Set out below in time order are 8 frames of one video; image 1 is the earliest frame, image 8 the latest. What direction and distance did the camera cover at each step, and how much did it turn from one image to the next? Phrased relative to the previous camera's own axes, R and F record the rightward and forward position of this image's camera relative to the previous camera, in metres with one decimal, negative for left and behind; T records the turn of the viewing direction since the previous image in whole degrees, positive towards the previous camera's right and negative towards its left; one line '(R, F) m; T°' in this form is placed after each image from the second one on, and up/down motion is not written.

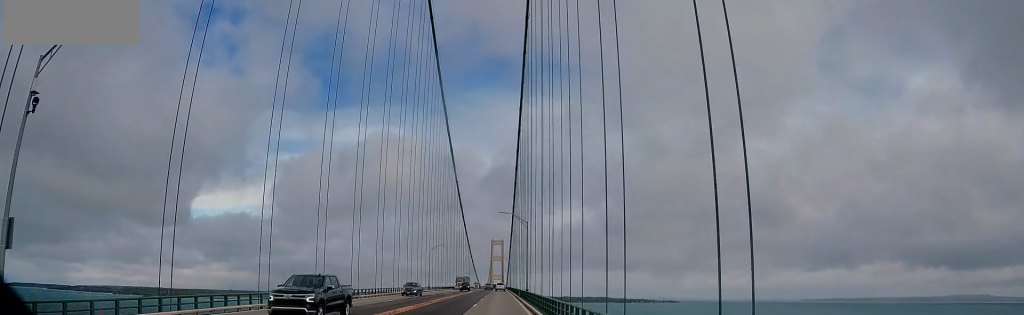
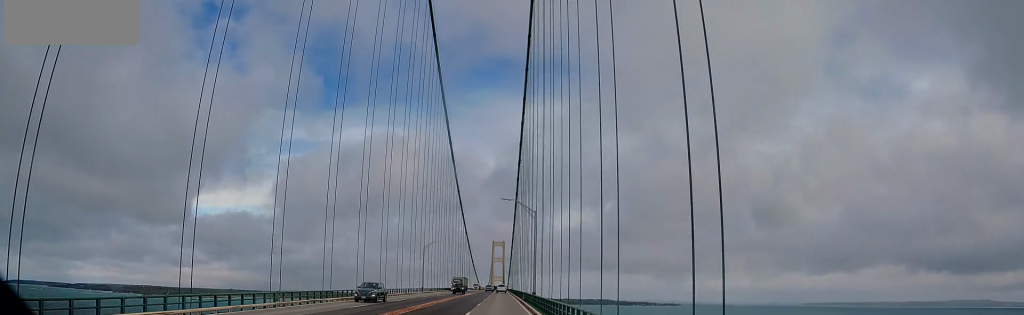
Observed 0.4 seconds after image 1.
(0.0, +9.7) m; 0°
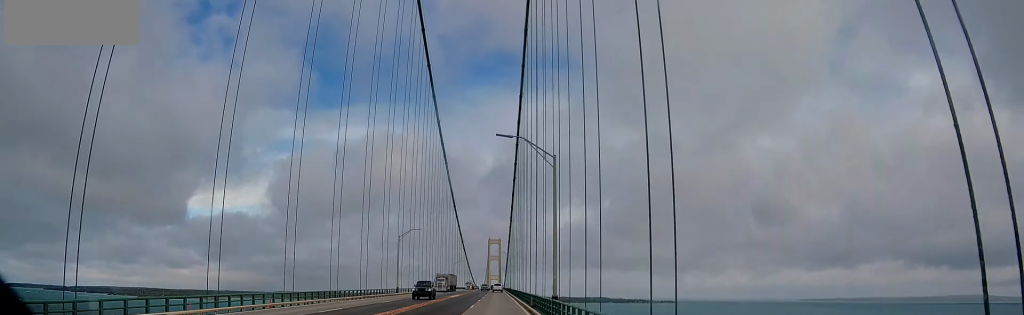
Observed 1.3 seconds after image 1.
(+0.2, +21.0) m; +1°
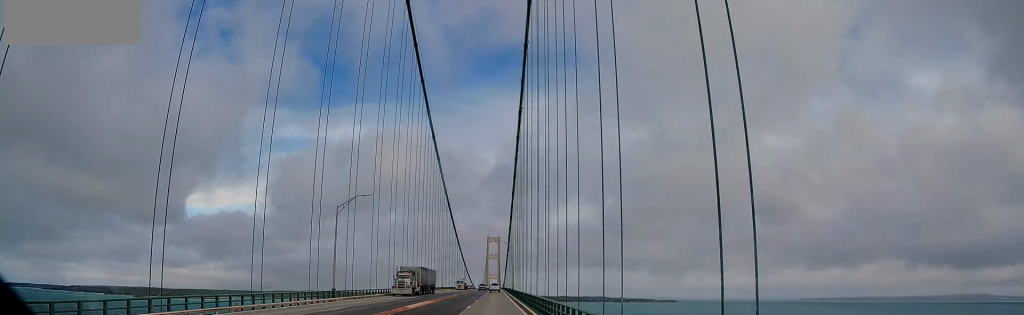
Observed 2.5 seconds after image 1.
(+0.2, +32.1) m; 0°
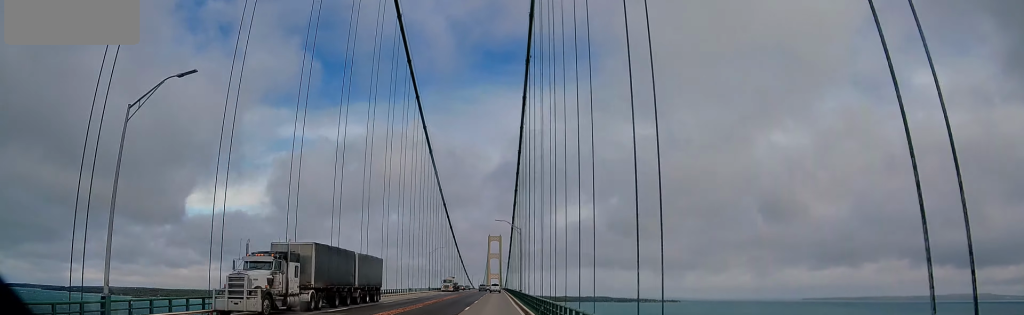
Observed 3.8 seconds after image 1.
(-0.1, +28.8) m; 0°
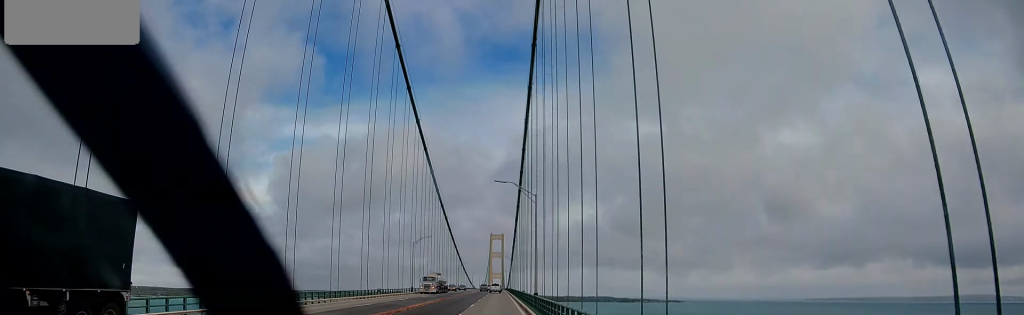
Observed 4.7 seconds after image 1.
(0.0, +23.3) m; 0°
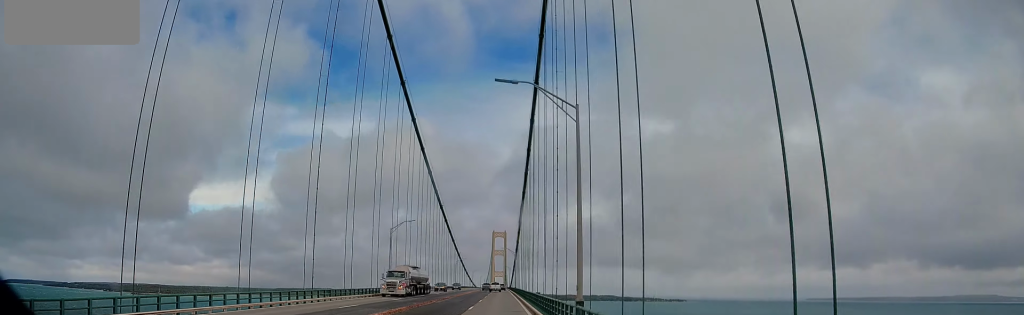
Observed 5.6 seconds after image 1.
(+0.1, +21.7) m; 0°
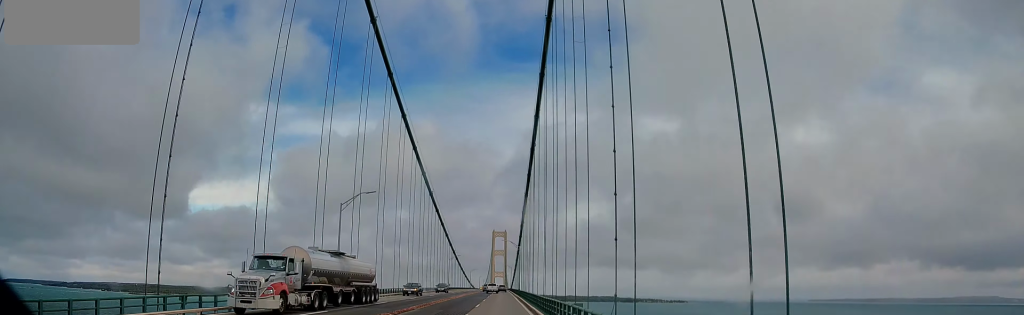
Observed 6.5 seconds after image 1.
(-0.1, +20.7) m; 0°
